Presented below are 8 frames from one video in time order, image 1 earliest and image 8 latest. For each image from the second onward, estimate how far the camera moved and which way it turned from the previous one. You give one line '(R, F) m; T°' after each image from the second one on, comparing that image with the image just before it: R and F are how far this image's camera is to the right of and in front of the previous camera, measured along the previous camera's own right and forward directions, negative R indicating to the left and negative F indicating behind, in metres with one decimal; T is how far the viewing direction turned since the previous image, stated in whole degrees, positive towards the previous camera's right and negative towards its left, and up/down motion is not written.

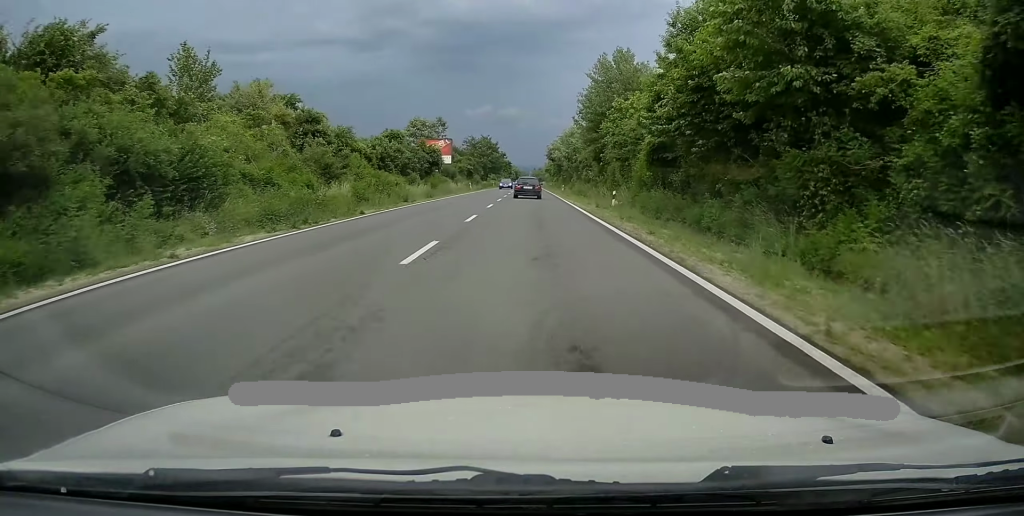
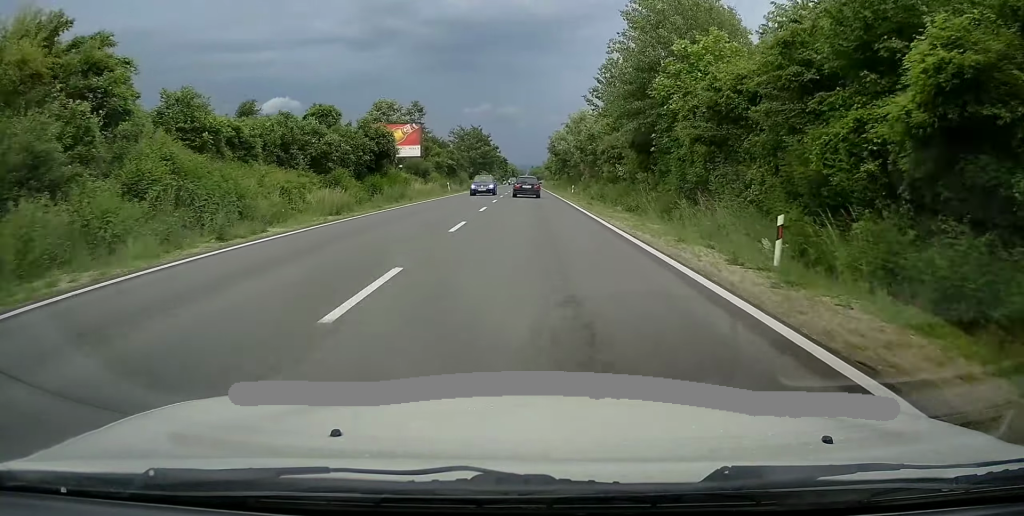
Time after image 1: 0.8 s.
(0.0, +21.2) m; -1°
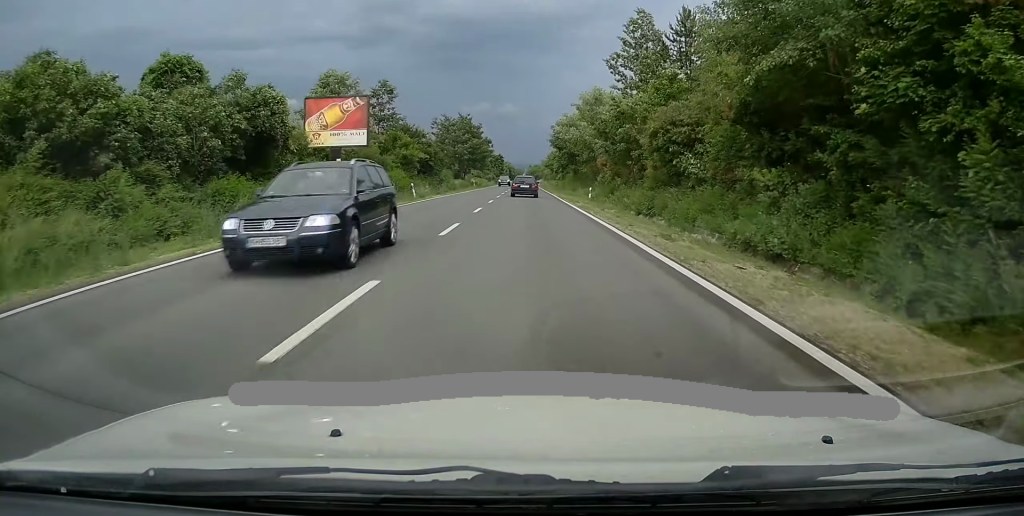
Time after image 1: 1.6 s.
(-0.2, +18.8) m; 0°
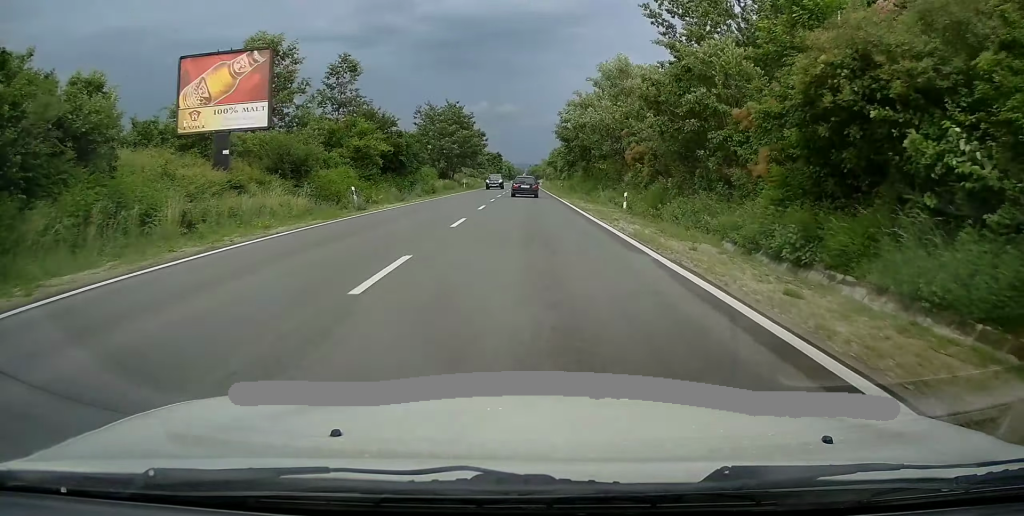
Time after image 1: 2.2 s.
(-0.1, +15.4) m; 0°
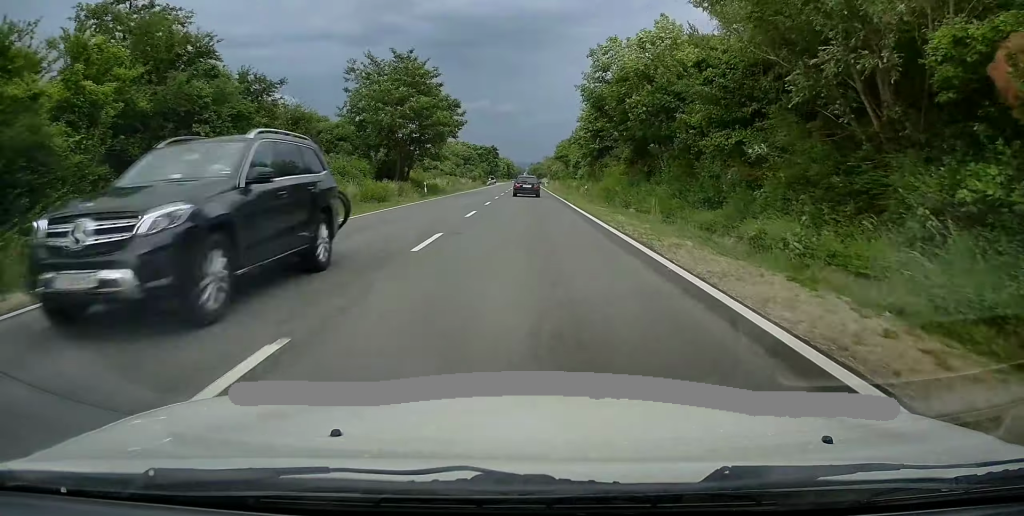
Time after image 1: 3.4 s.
(+0.4, +31.6) m; +1°
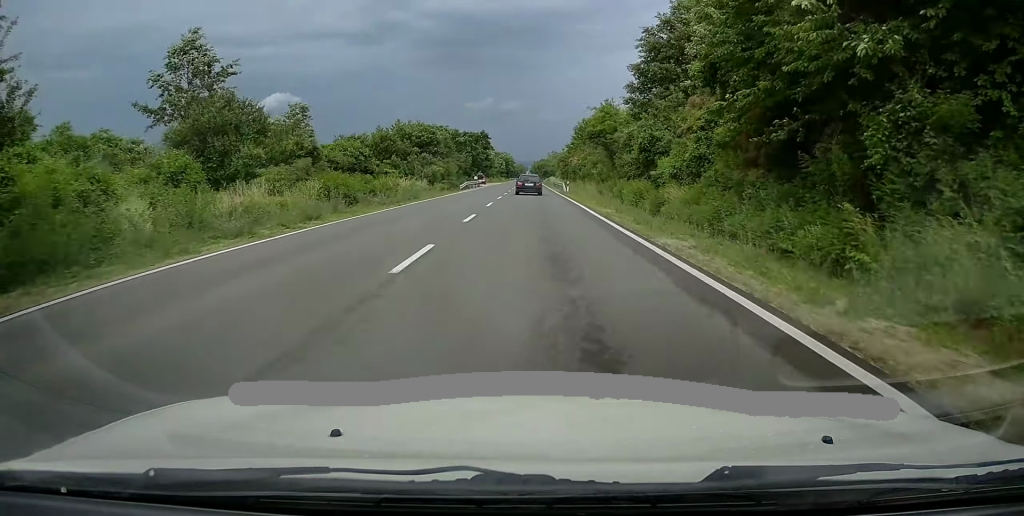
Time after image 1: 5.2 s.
(-0.2, +47.1) m; -1°
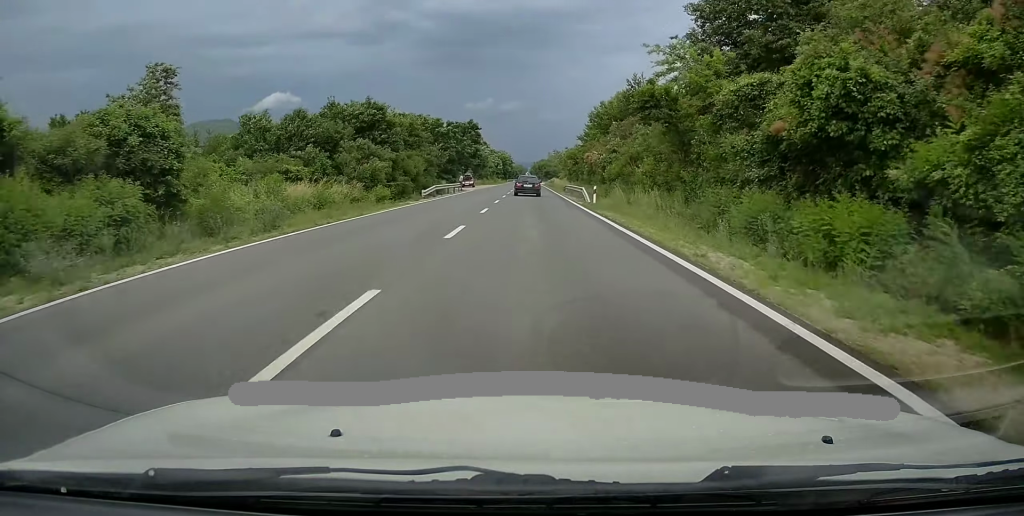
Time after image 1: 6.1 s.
(-0.3, +22.1) m; 0°
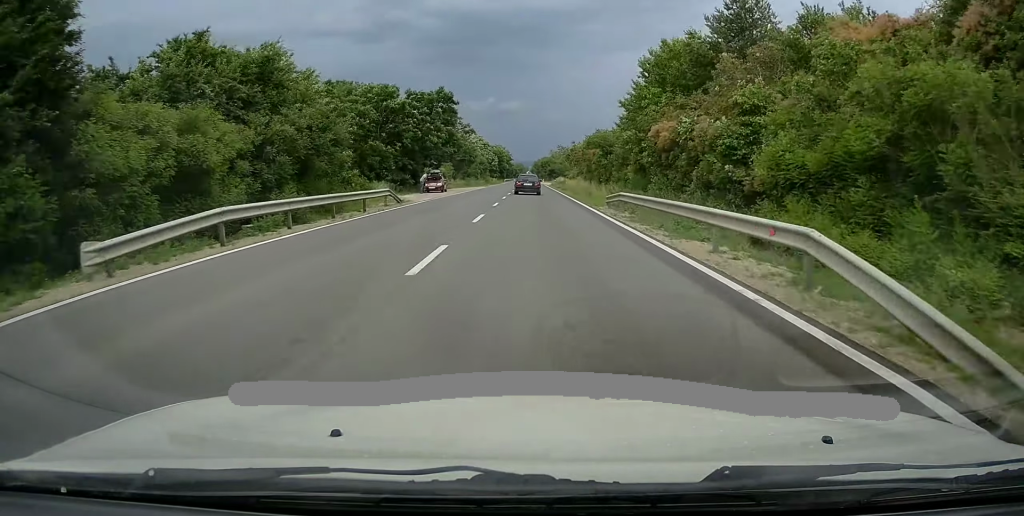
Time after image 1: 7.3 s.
(+0.6, +31.3) m; +1°
